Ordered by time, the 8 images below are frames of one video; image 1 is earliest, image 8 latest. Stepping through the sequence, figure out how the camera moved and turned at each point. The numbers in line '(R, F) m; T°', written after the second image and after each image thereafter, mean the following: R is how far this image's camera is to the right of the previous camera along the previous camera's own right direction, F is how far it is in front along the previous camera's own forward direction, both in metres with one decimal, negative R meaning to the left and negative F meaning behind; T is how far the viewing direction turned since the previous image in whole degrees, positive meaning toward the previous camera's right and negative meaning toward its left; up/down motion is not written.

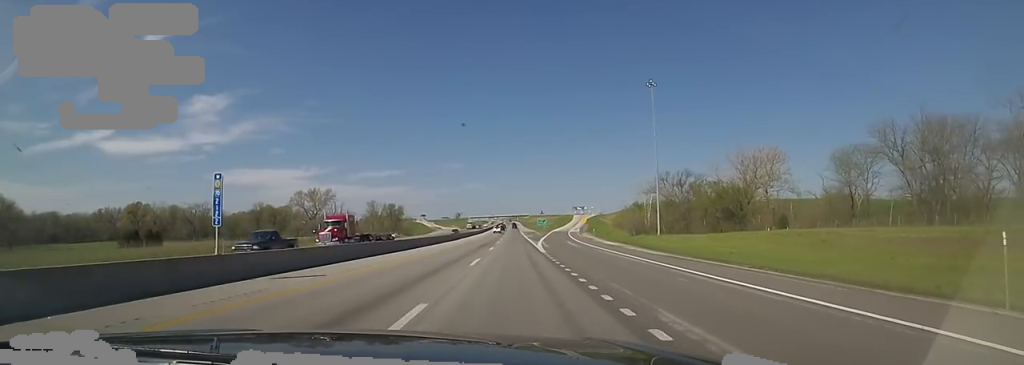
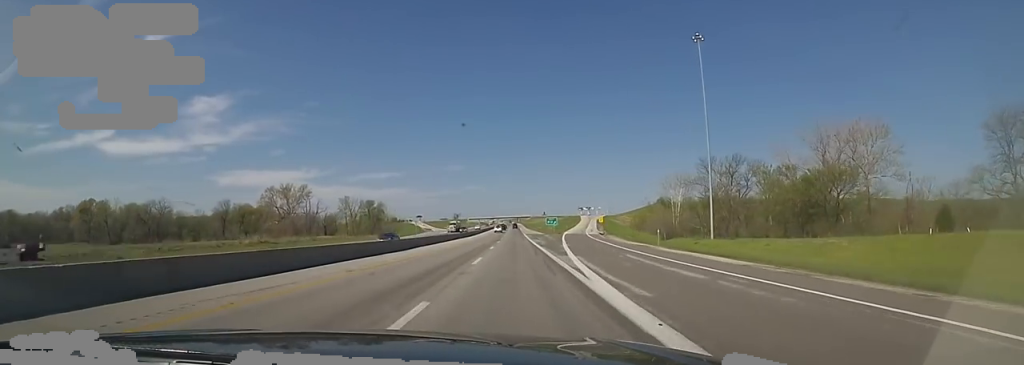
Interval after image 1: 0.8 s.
(-1.1, +30.1) m; 0°
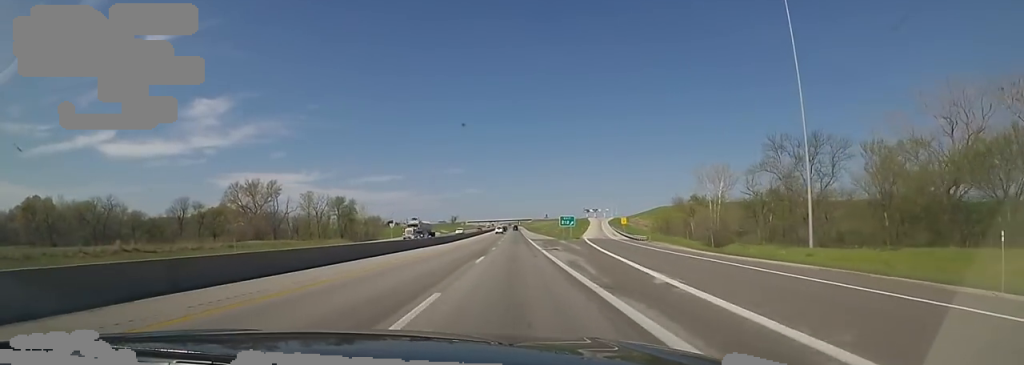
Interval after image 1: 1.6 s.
(+0.8, +28.8) m; 0°
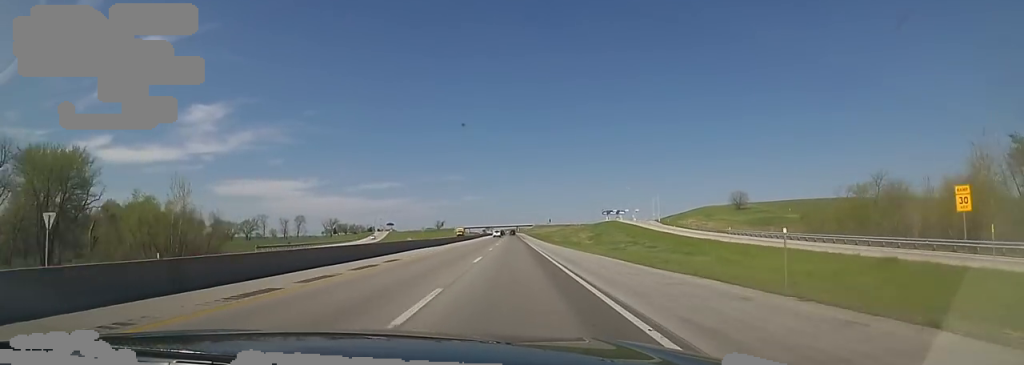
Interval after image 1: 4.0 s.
(+0.3, +90.3) m; 0°
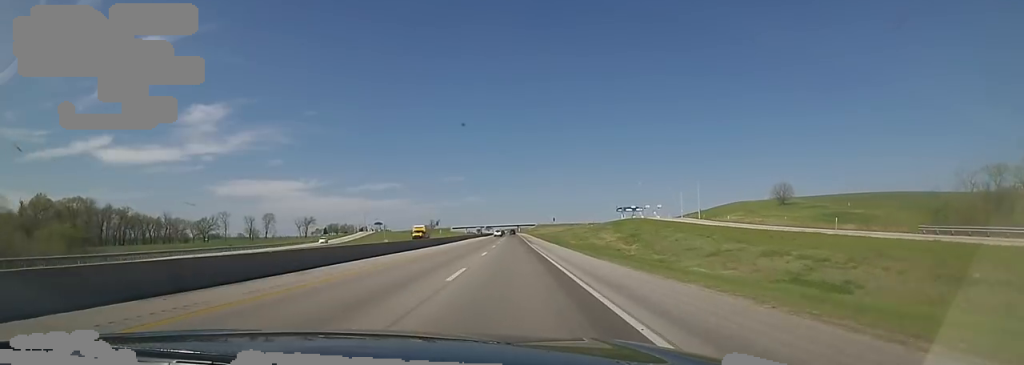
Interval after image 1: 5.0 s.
(-1.1, +38.9) m; 0°
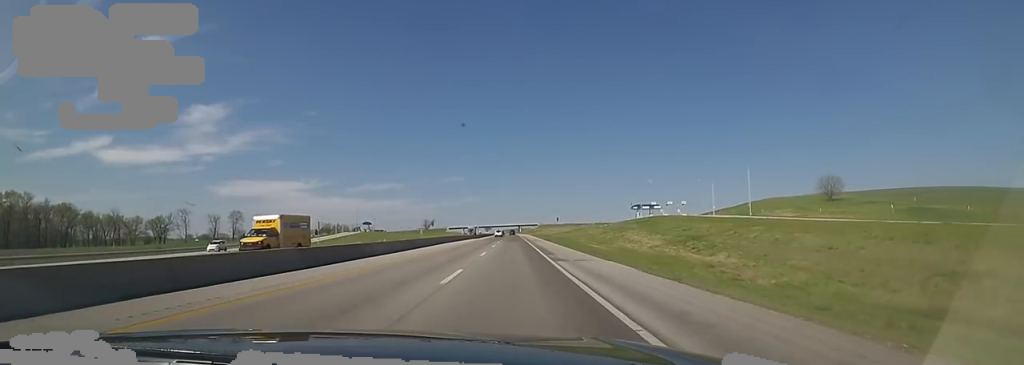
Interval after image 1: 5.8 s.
(+1.1, +31.4) m; 0°
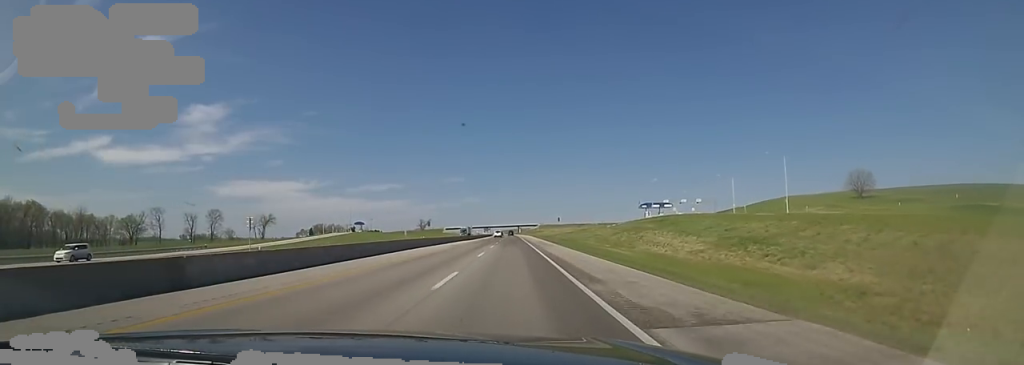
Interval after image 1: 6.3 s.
(-0.4, +16.3) m; 0°
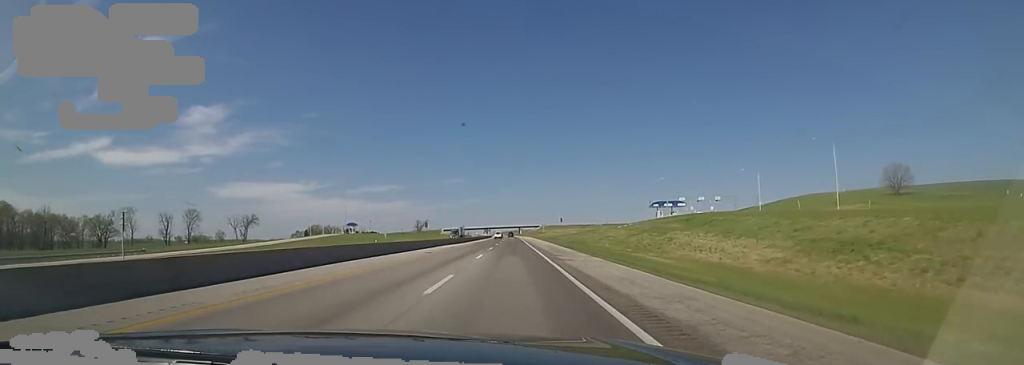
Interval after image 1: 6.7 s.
(-0.6, +16.3) m; 0°
